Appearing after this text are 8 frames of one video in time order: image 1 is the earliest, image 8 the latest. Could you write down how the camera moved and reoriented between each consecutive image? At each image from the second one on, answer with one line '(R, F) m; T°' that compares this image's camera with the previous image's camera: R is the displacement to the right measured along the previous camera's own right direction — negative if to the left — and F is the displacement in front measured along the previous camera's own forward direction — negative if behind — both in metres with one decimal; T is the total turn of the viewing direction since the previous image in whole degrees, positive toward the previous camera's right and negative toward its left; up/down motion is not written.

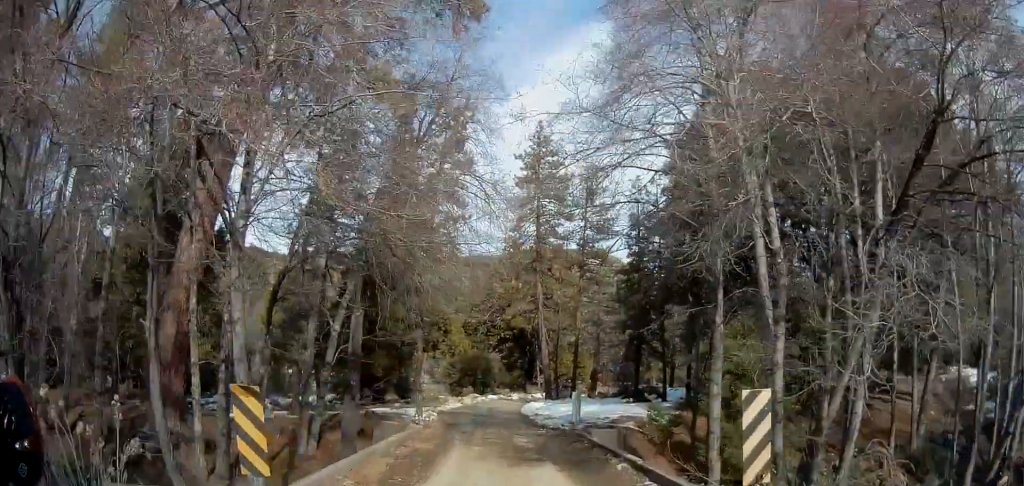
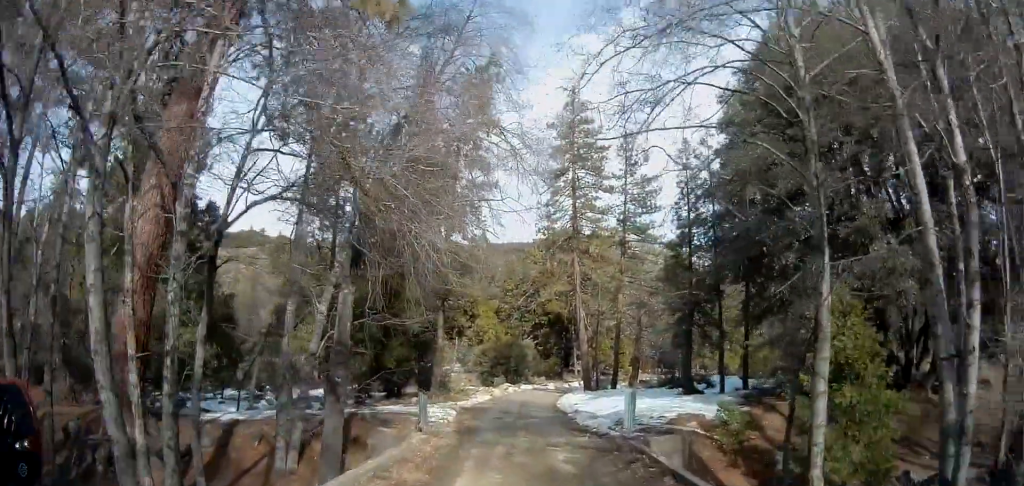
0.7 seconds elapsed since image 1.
(0.0, +4.3) m; -4°
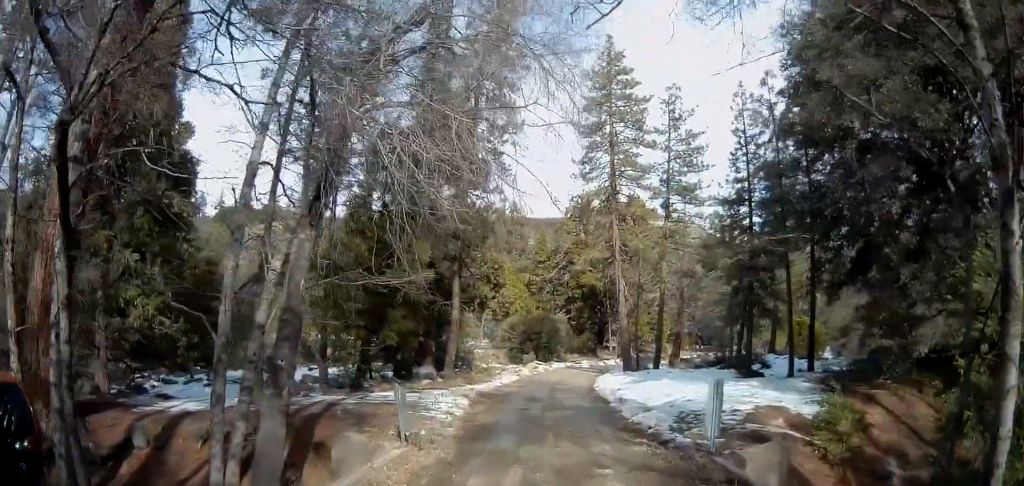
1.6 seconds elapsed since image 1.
(0.0, +4.7) m; -6°
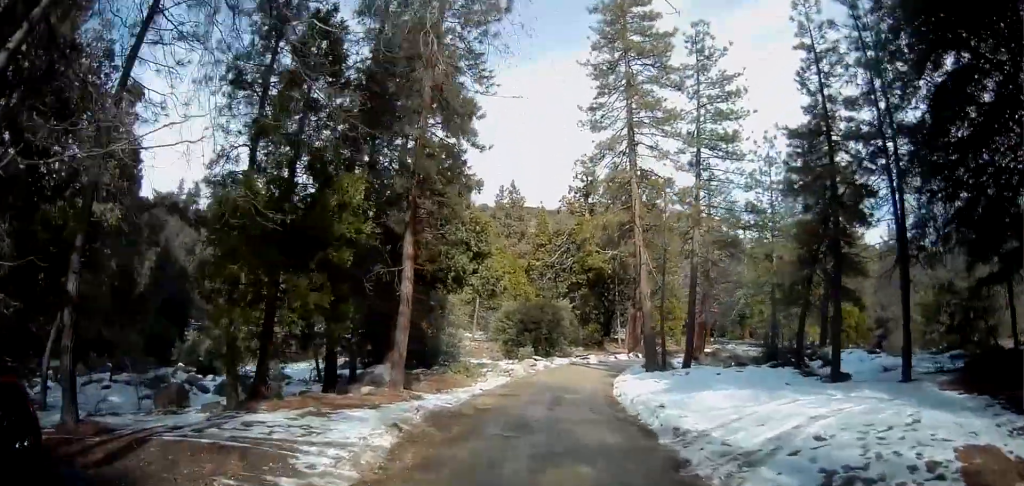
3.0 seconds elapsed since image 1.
(-0.8, +8.1) m; -1°
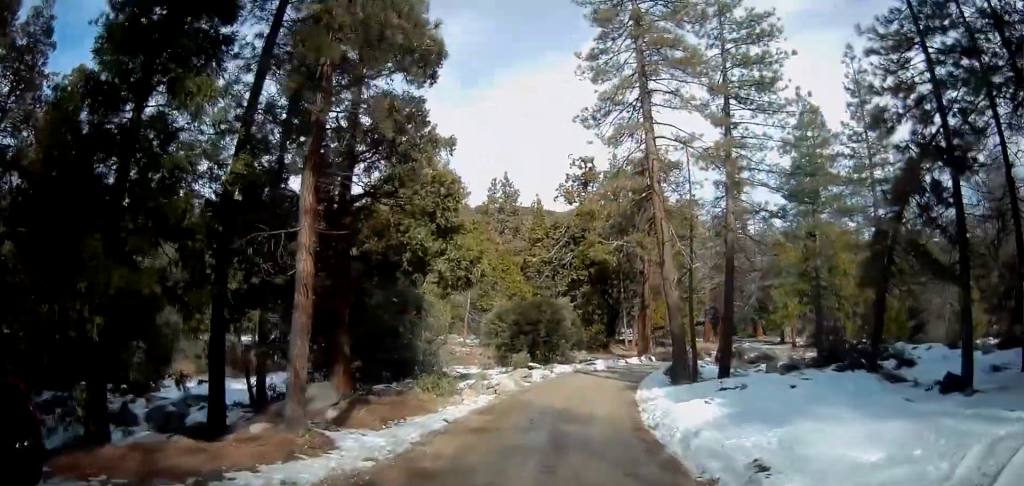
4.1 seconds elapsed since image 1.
(+0.3, +6.8) m; +8°
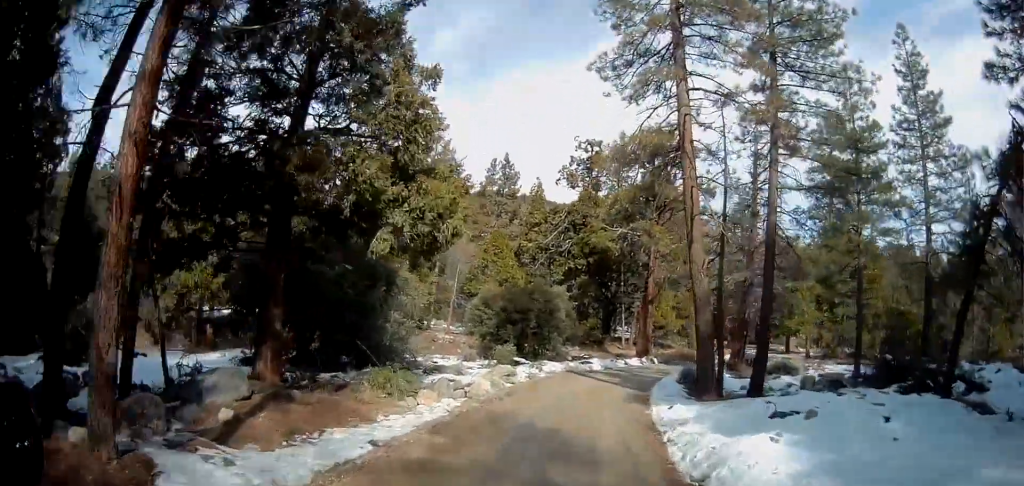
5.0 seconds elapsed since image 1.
(+0.5, +4.8) m; +2°
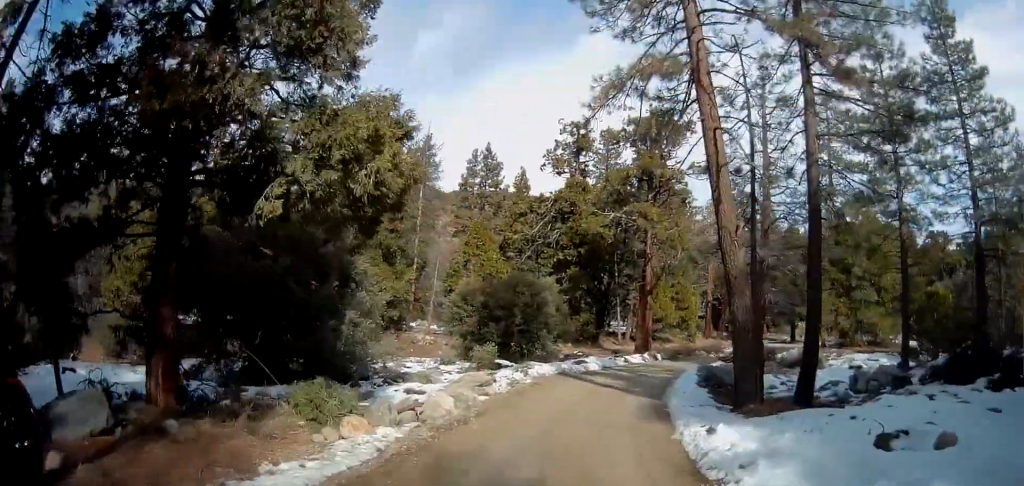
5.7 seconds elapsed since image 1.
(0.0, +4.4) m; -2°
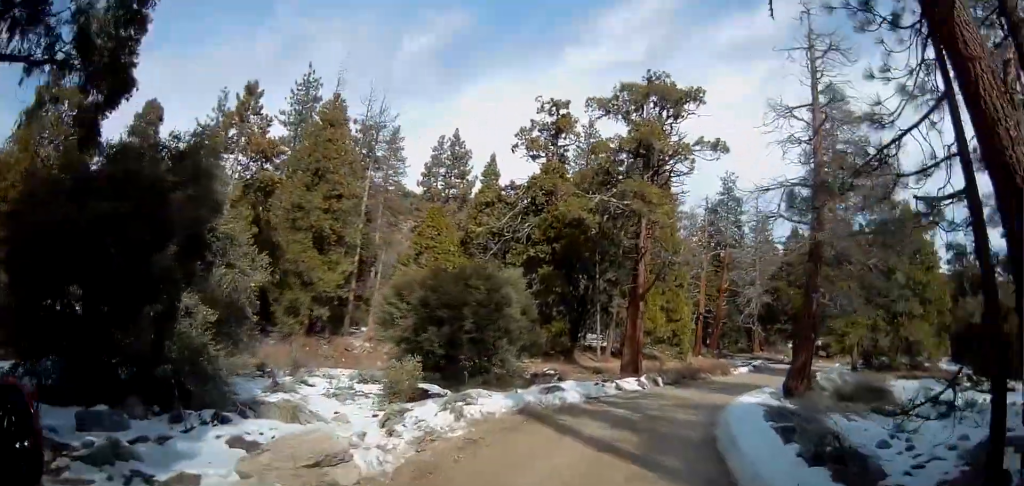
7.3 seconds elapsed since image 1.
(-0.4, +8.9) m; +4°
